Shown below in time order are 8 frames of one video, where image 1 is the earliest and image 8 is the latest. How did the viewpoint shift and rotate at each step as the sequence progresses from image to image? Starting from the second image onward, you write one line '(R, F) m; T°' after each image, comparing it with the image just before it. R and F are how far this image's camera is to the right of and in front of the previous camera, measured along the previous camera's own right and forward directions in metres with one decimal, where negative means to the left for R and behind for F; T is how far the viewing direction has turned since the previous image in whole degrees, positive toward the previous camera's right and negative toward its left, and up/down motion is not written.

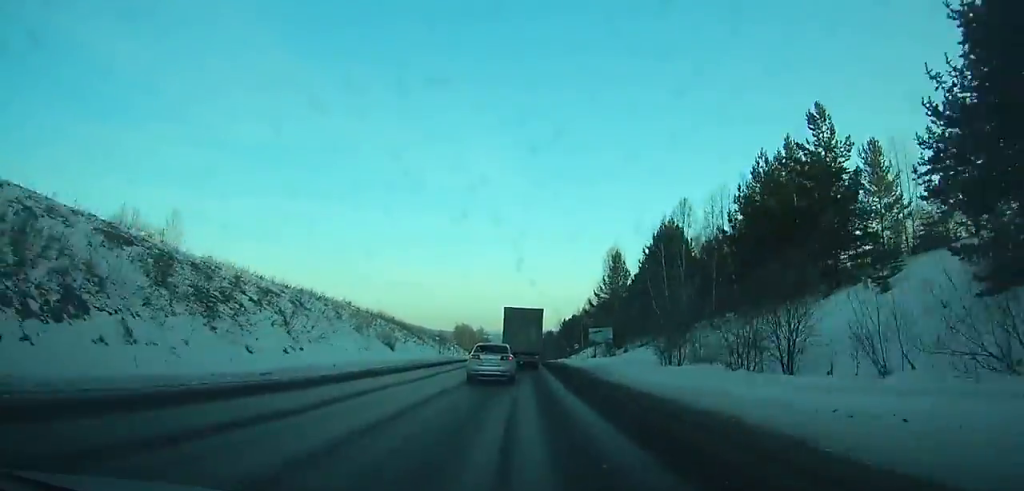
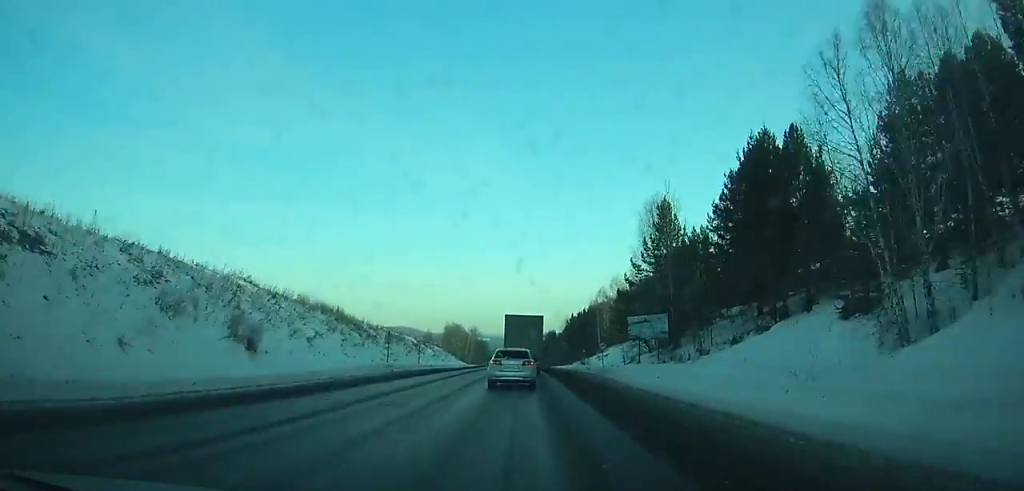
(+0.1, +31.5) m; 0°
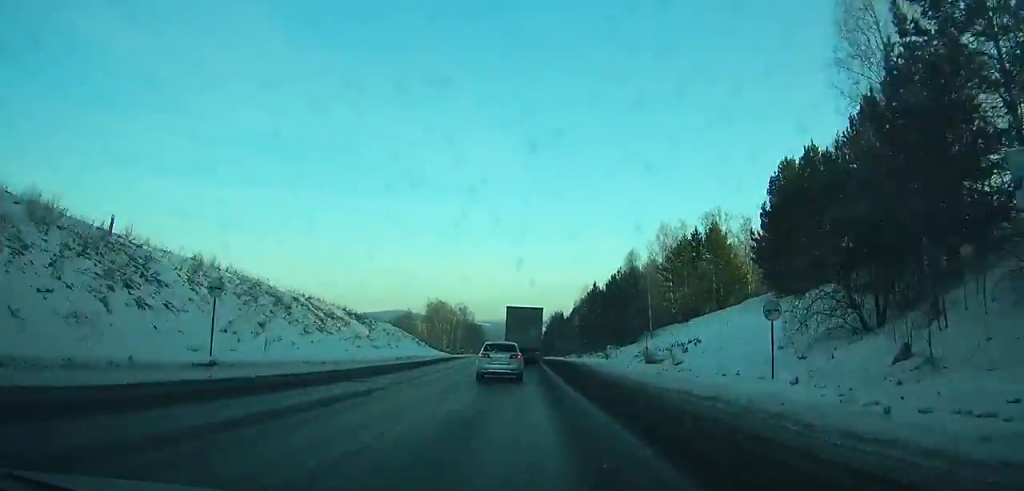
(+0.3, +43.5) m; 0°
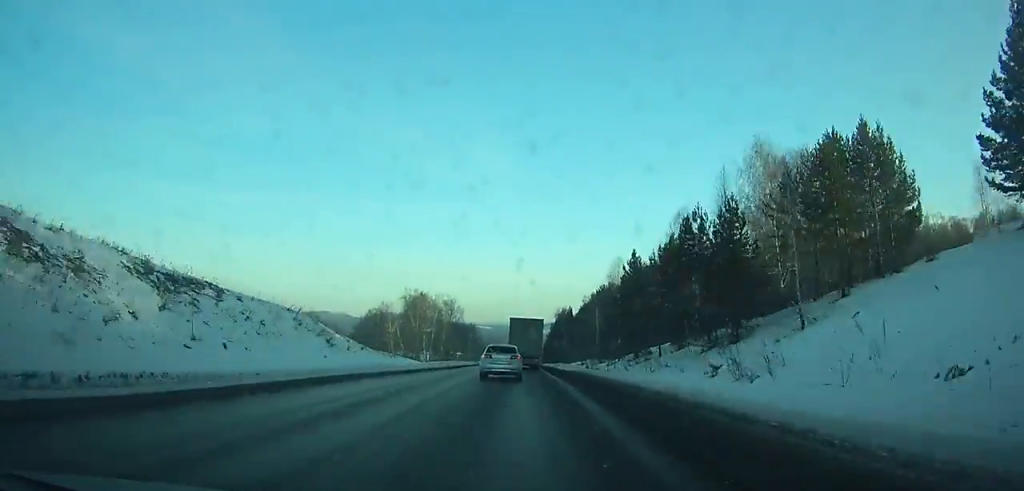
(-0.1, +36.4) m; 0°
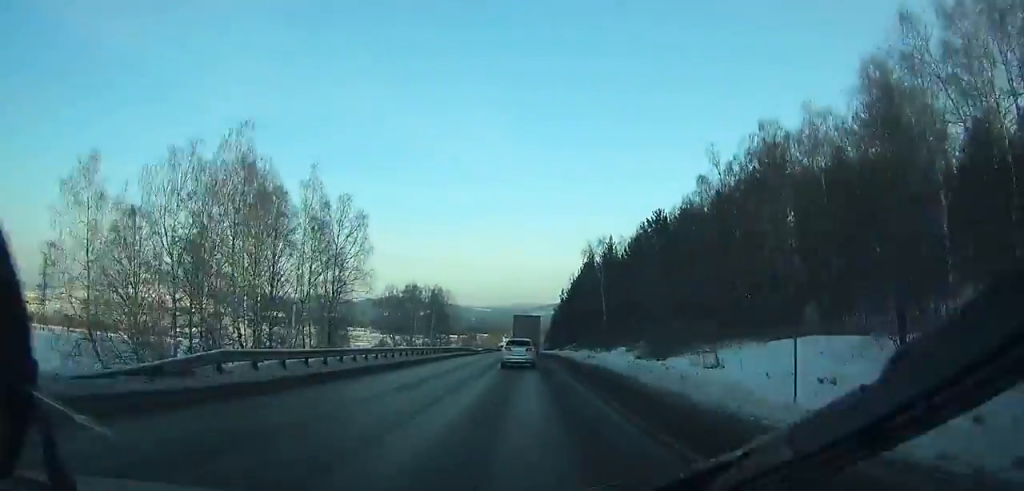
(+0.5, +89.8) m; 0°
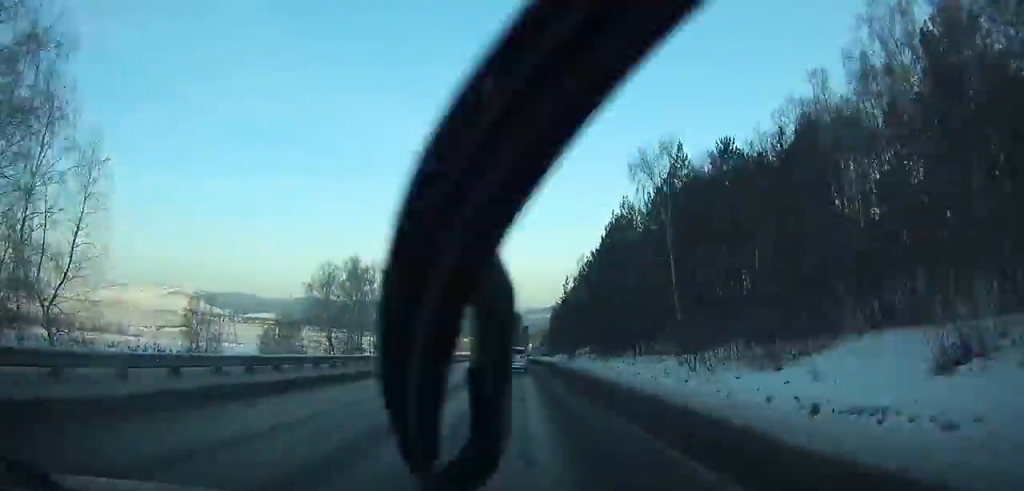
(-0.1, +44.9) m; 0°
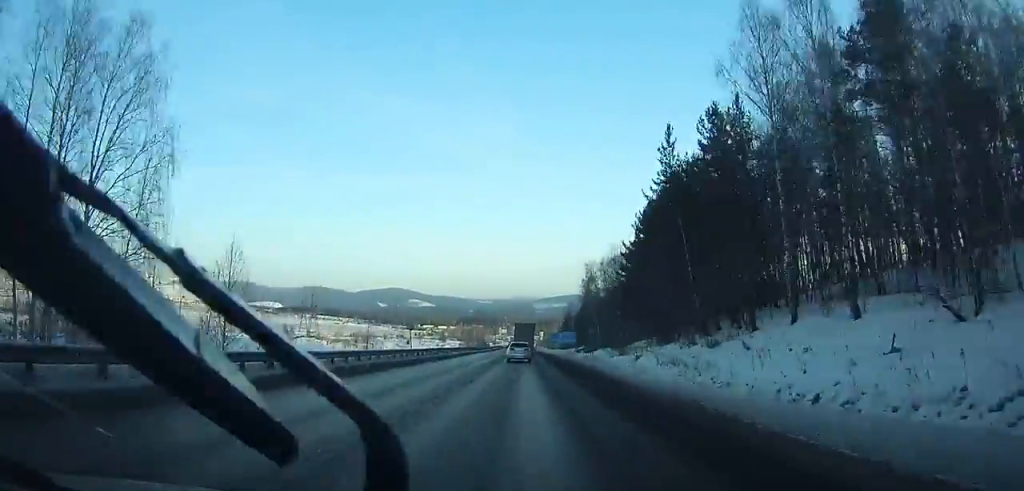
(-0.6, +96.9) m; 0°
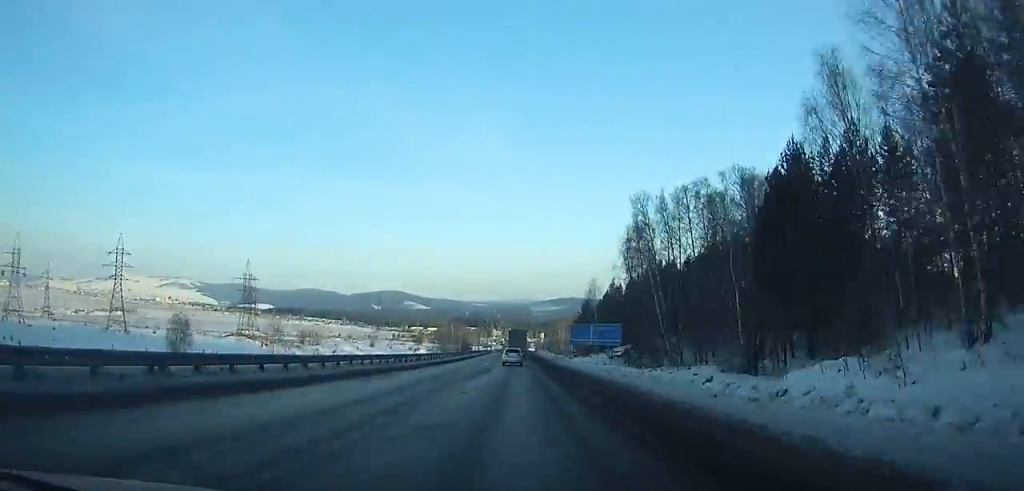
(+0.1, +64.6) m; 0°
